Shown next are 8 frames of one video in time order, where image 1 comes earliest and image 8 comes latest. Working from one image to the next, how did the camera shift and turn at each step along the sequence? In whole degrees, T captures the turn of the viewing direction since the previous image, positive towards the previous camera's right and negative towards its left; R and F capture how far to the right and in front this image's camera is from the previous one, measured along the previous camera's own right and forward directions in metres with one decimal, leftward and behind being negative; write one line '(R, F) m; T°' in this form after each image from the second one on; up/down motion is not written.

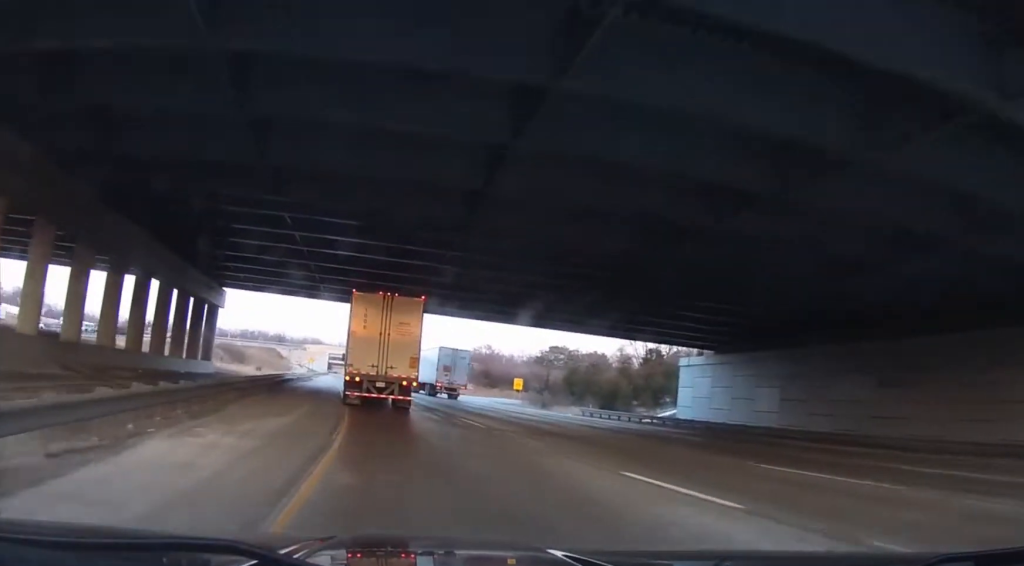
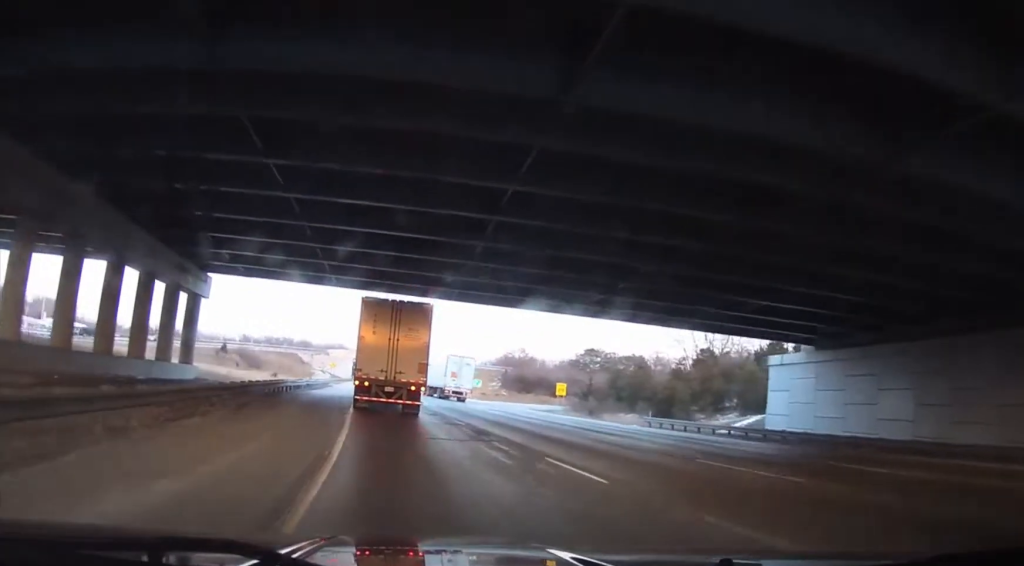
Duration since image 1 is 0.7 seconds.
(0.0, +10.0) m; 0°
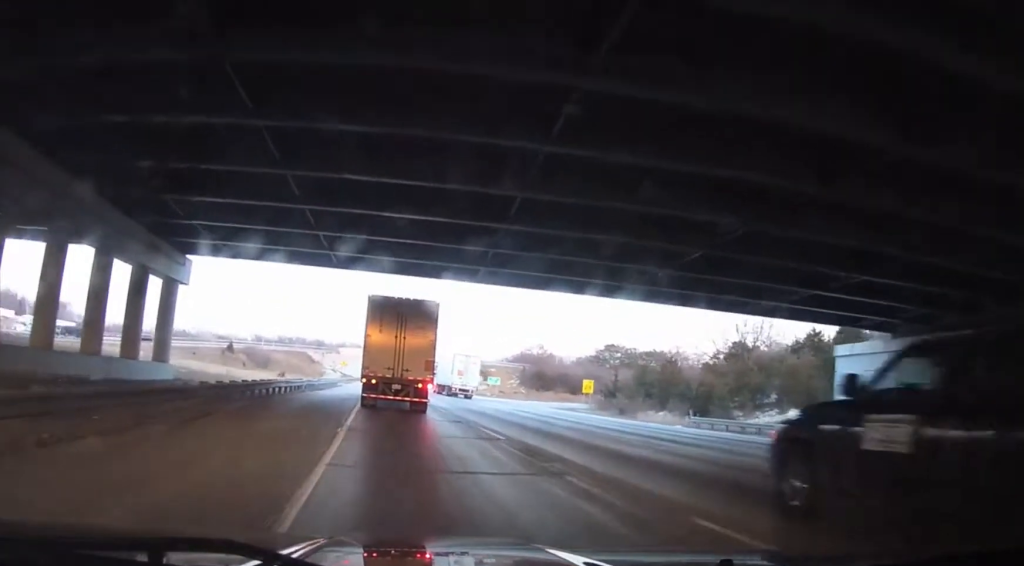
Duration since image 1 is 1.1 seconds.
(0.0, +6.1) m; 0°
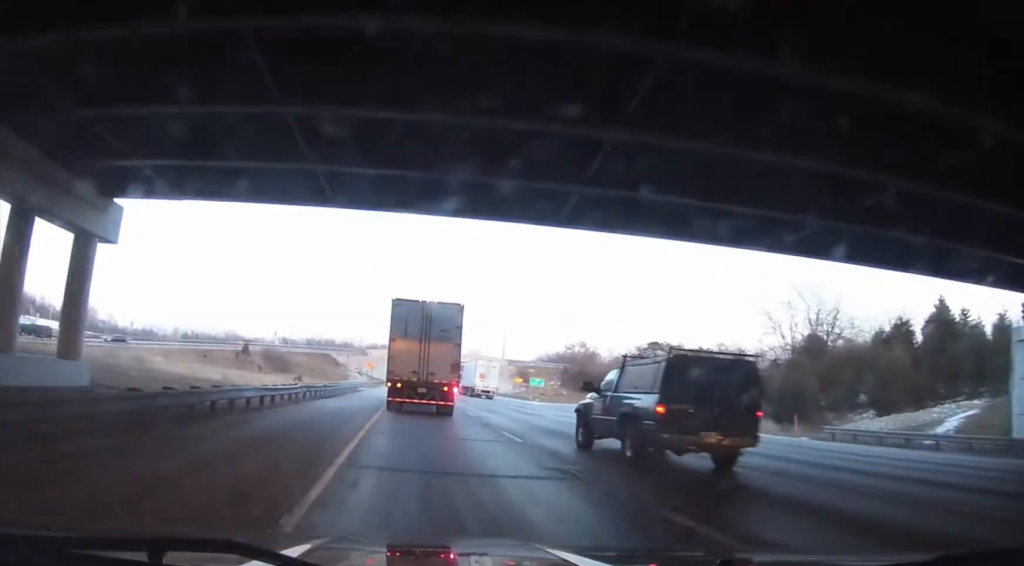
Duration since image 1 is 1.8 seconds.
(0.0, +11.6) m; -1°
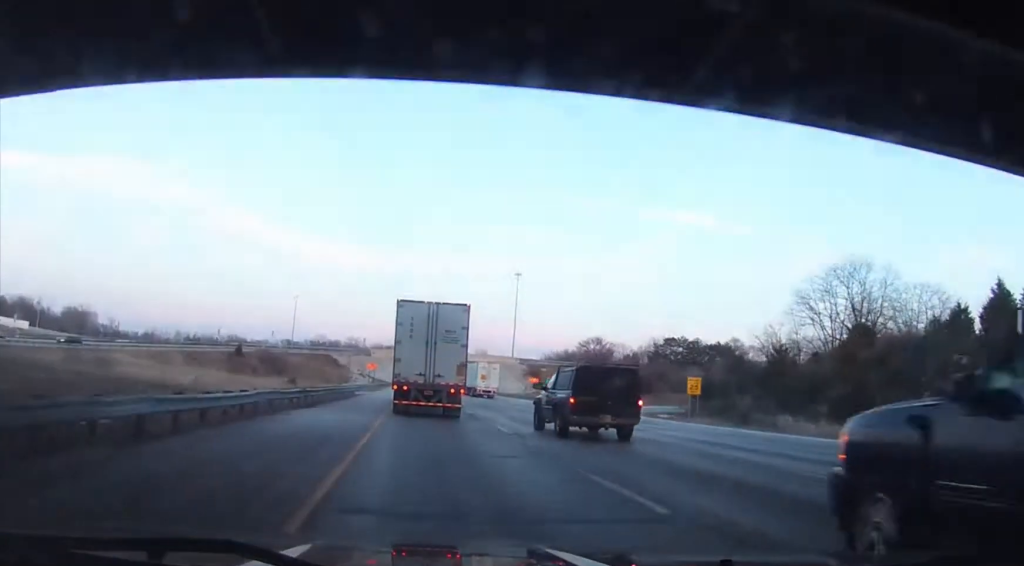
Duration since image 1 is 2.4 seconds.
(+0.1, +8.6) m; -2°
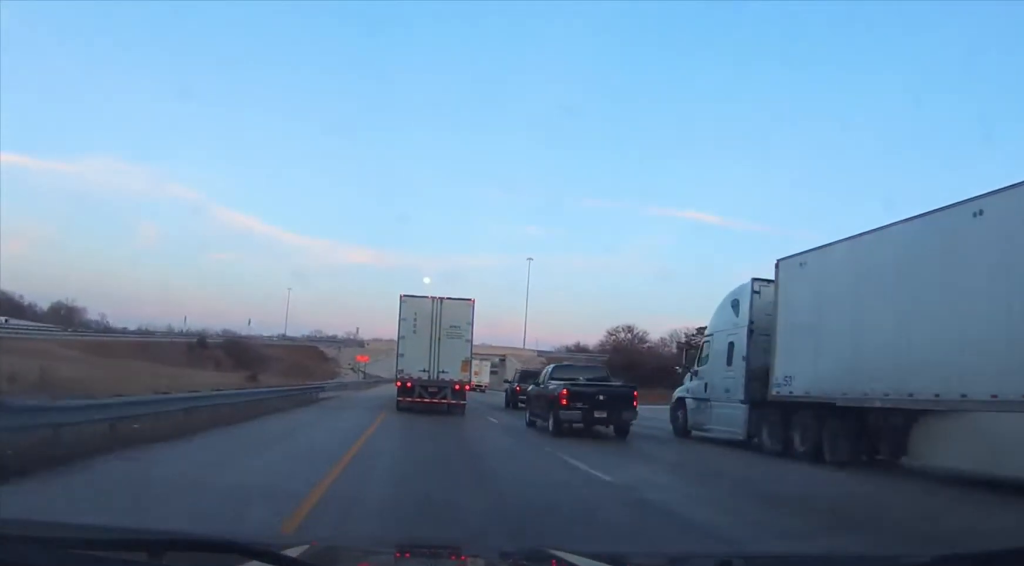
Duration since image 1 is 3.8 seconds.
(-1.2, +21.8) m; -4°
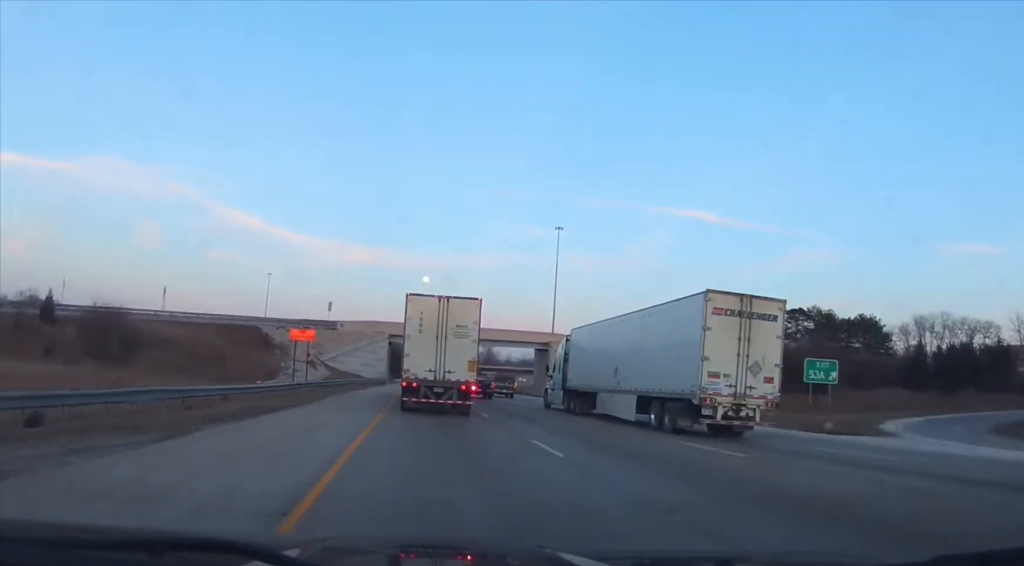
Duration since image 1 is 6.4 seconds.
(+0.2, +45.9) m; 0°
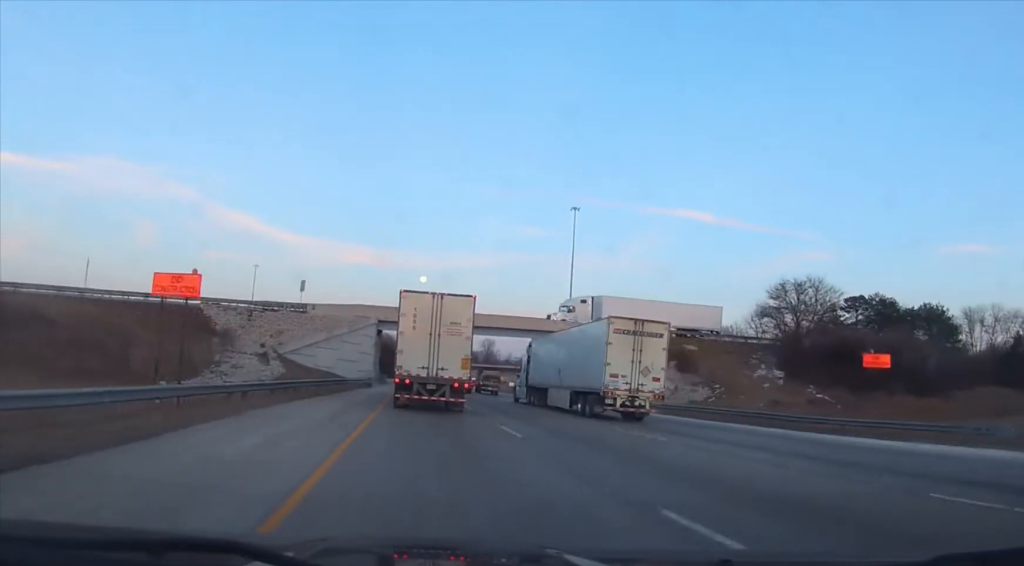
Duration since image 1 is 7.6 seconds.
(+0.1, +21.3) m; -1°
